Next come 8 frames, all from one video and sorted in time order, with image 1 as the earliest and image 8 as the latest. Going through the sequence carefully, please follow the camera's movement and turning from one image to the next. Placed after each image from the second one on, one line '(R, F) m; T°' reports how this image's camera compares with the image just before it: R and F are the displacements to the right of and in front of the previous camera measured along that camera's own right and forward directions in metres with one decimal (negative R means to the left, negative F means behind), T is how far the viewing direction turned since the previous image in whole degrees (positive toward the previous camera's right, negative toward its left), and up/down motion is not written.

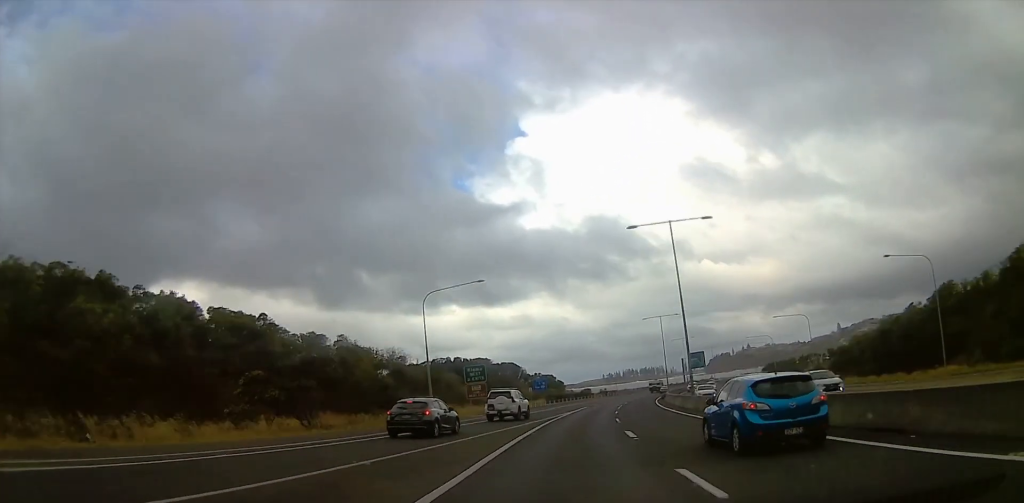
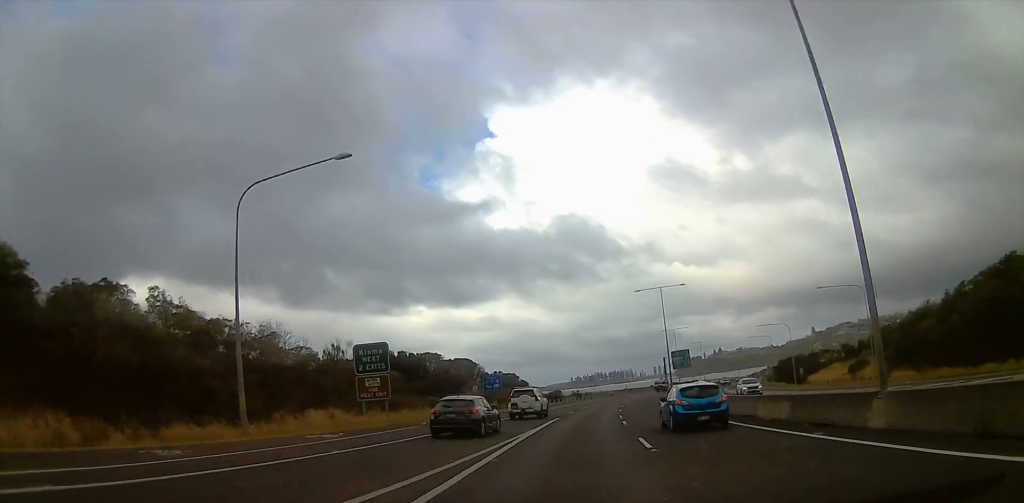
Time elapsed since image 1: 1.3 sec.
(+1.8, +28.4) m; +5°
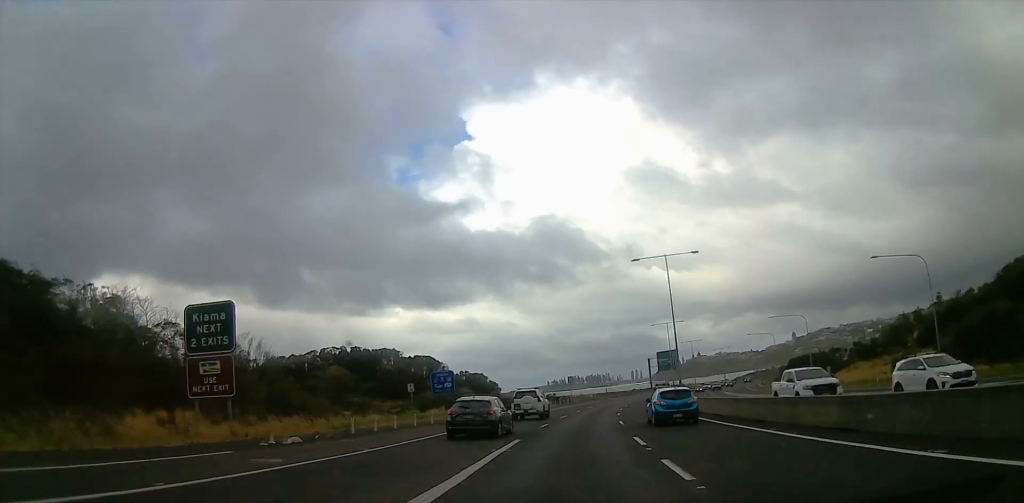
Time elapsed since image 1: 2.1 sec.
(+0.3, +17.7) m; +1°
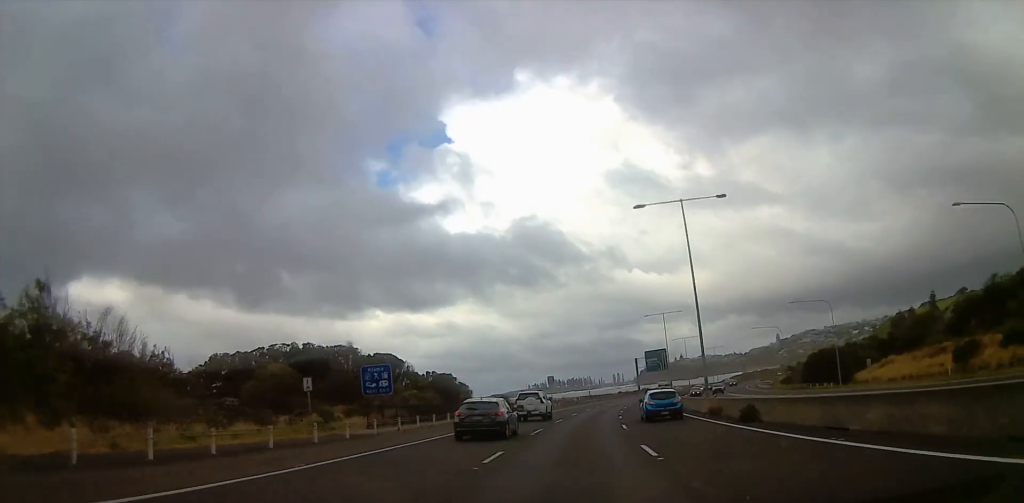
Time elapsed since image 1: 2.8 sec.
(+0.1, +15.0) m; -1°
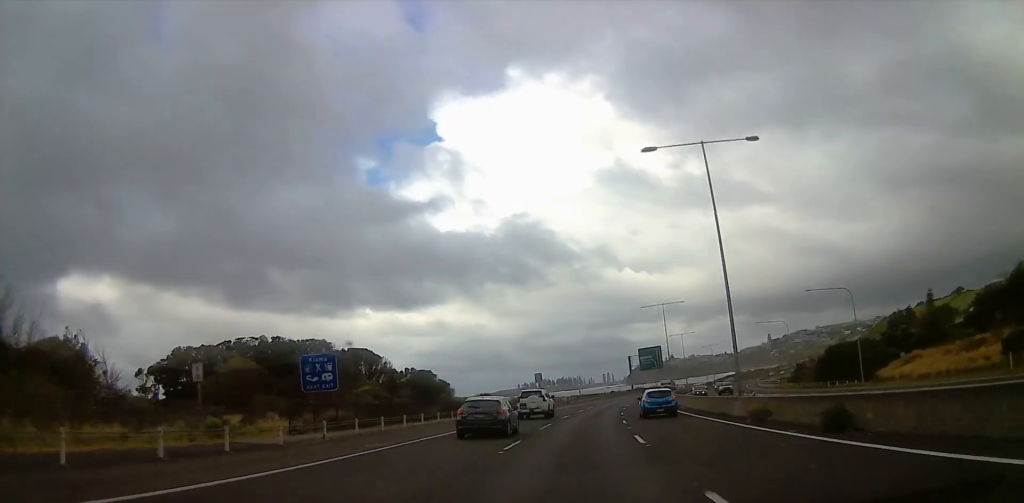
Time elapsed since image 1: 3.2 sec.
(-0.1, +8.8) m; +1°
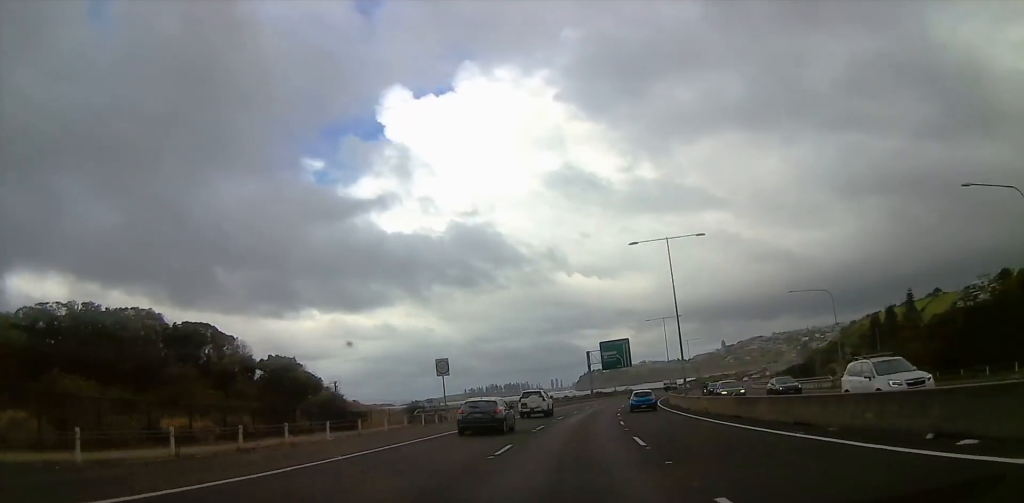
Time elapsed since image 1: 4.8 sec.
(+2.1, +36.9) m; +7°
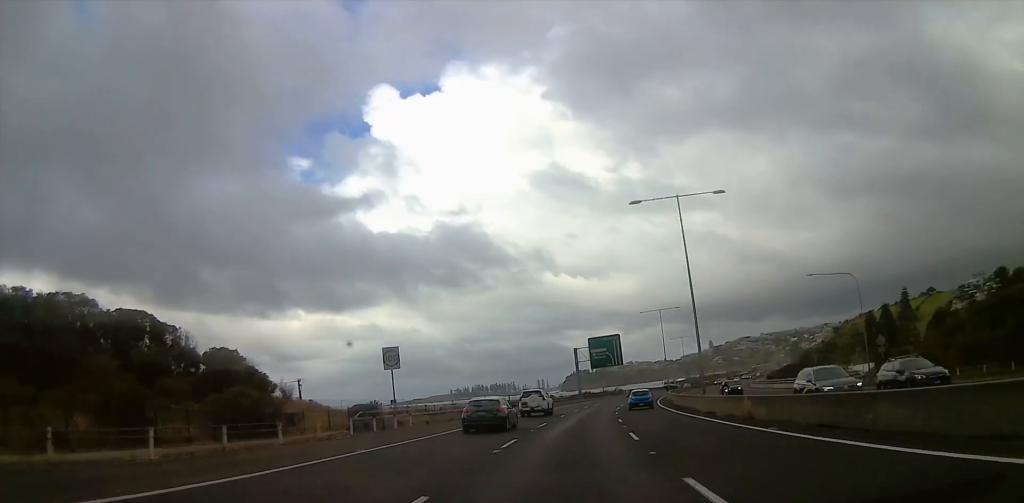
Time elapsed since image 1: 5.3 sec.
(0.0, +10.5) m; +1°
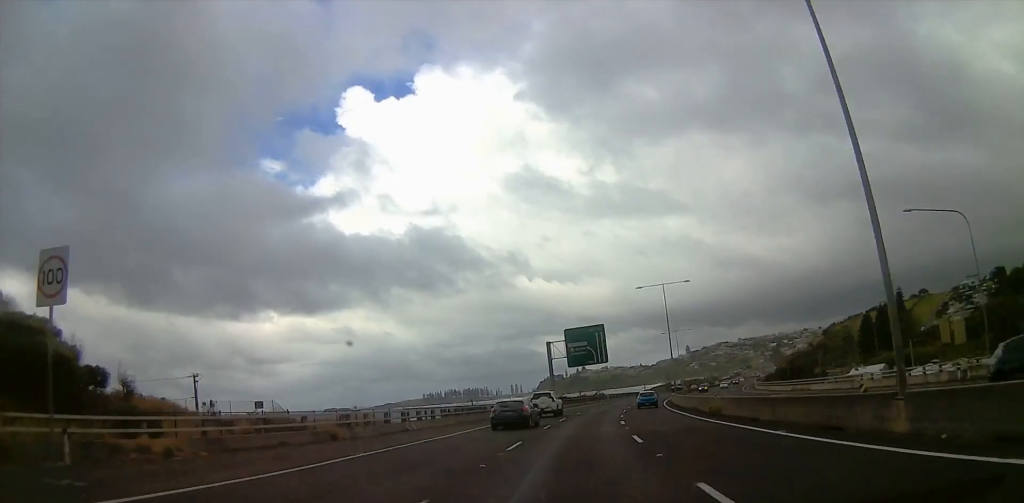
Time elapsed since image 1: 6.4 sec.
(+0.4, +23.6) m; +2°
